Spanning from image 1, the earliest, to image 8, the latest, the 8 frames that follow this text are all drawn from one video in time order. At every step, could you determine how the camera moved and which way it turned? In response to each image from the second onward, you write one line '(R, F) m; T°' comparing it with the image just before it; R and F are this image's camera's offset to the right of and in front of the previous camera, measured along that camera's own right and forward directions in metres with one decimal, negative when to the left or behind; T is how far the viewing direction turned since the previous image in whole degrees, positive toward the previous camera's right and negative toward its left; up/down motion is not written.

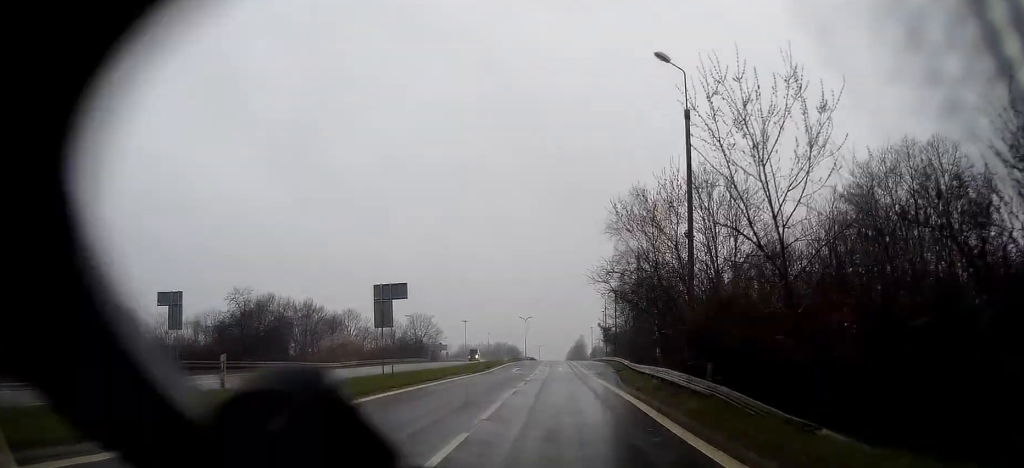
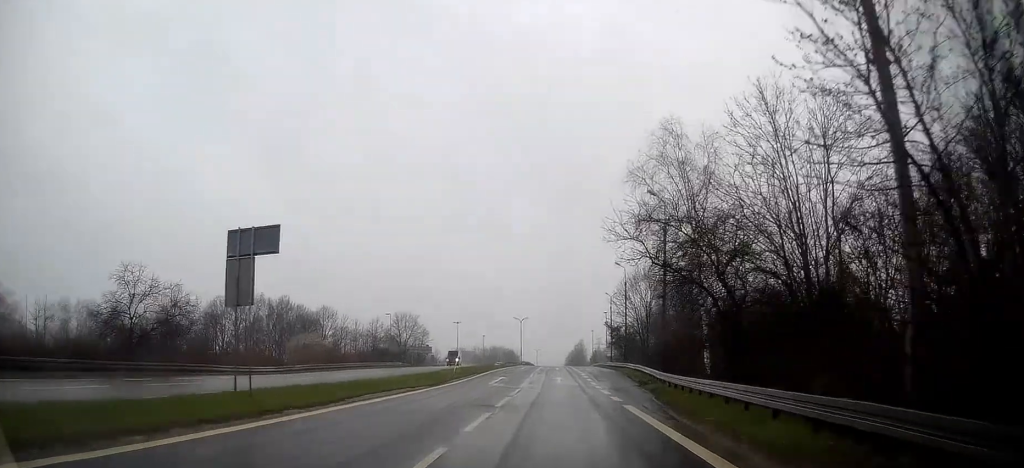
(-0.2, +13.2) m; 0°
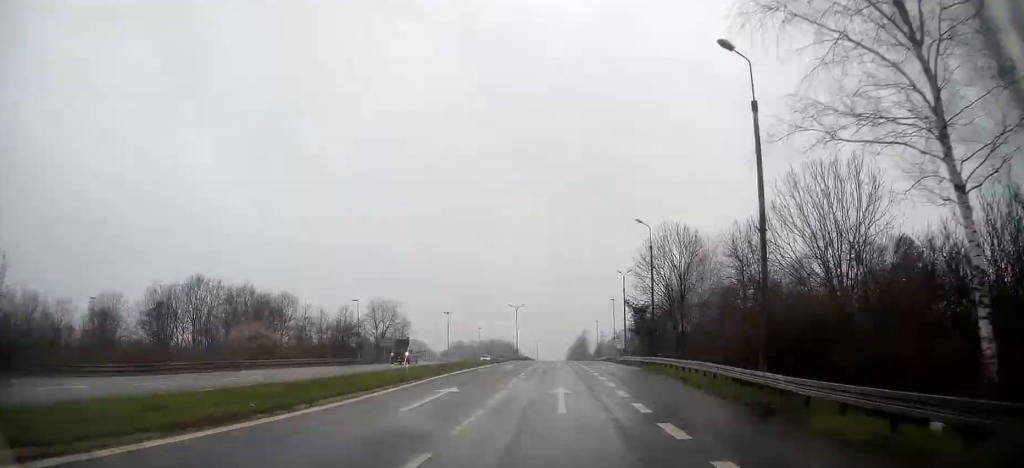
(+0.3, +18.3) m; 0°
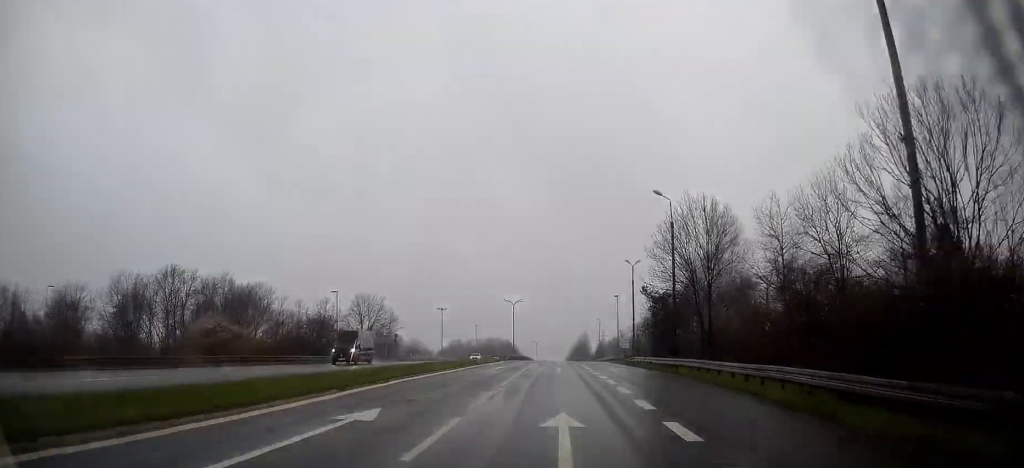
(-0.2, +8.8) m; 0°
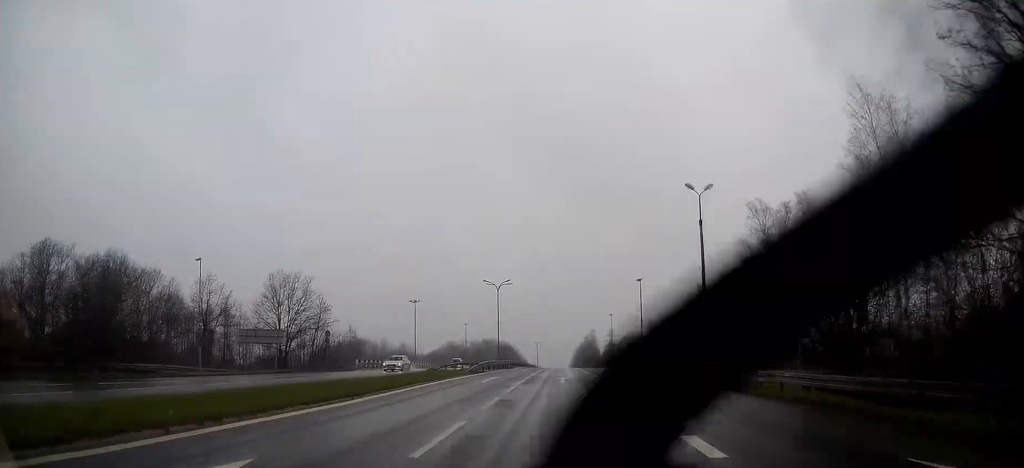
(+0.2, +33.3) m; 0°
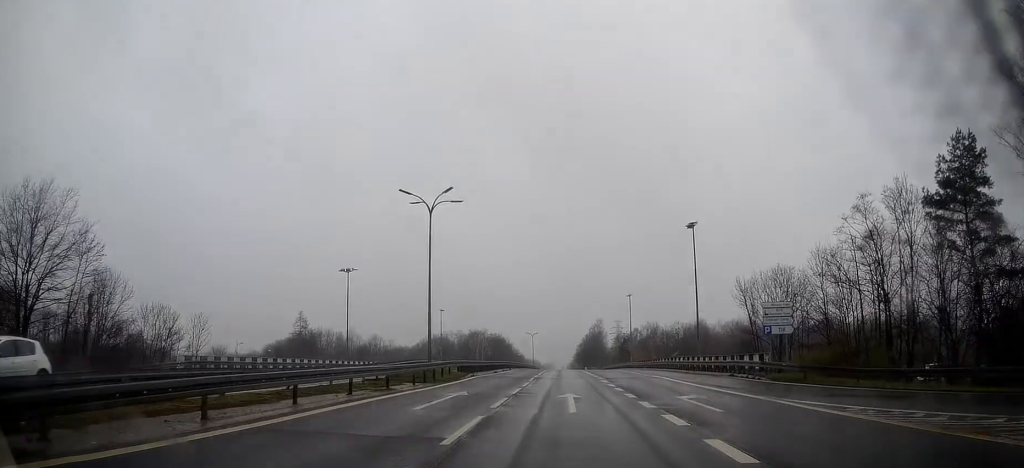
(-0.2, +40.6) m; -1°
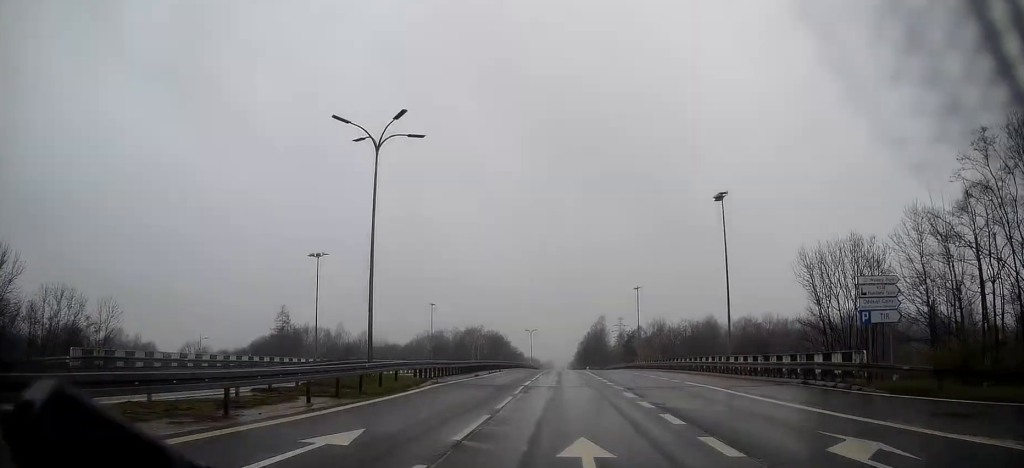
(-0.1, +11.2) m; -1°
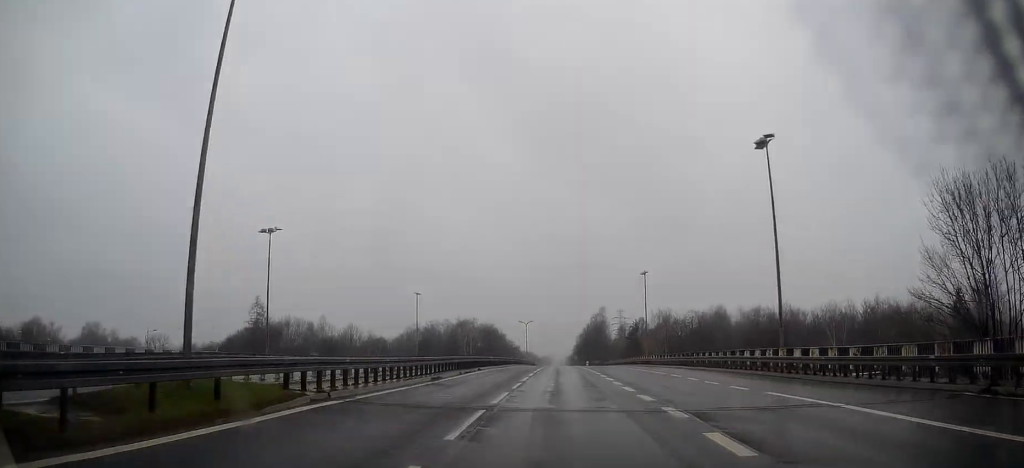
(0.0, +12.4) m; +1°
